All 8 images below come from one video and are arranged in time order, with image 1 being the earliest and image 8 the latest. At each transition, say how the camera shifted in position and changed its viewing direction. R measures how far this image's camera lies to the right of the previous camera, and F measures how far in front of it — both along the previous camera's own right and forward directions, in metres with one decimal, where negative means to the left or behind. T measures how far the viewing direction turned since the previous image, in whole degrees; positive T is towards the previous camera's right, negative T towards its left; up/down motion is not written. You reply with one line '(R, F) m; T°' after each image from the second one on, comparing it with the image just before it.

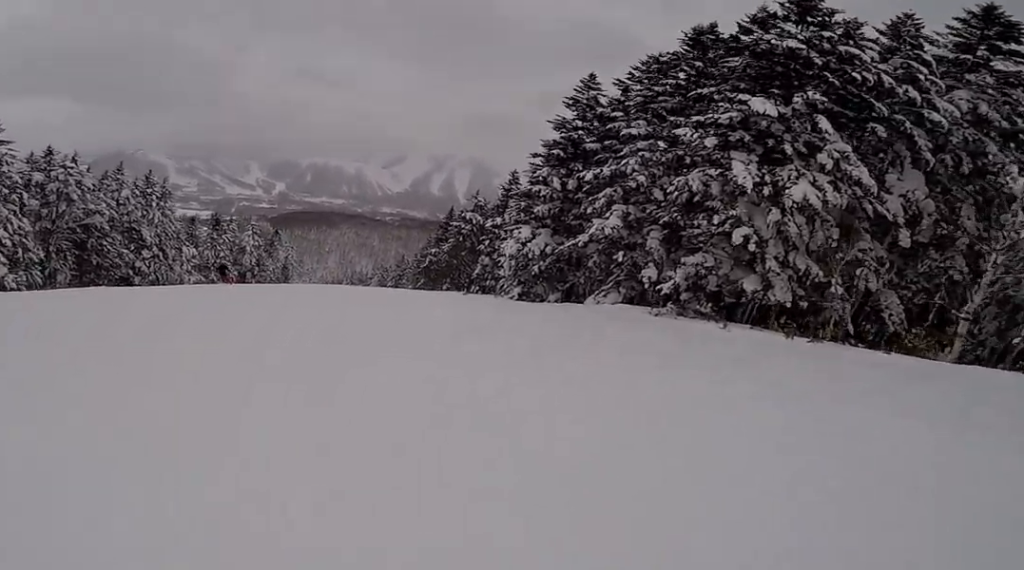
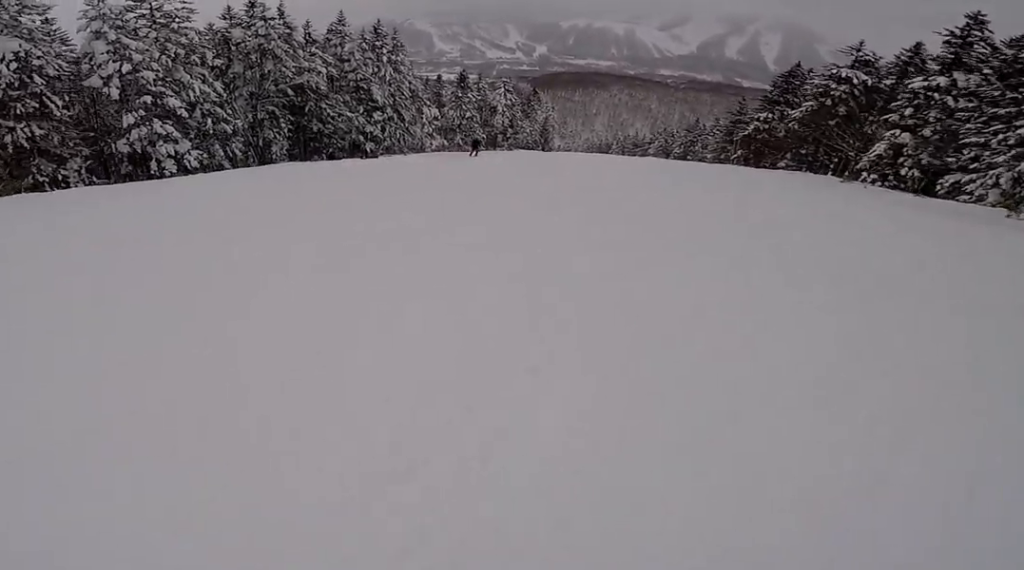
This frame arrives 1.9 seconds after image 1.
(-4.1, +18.5) m; -27°
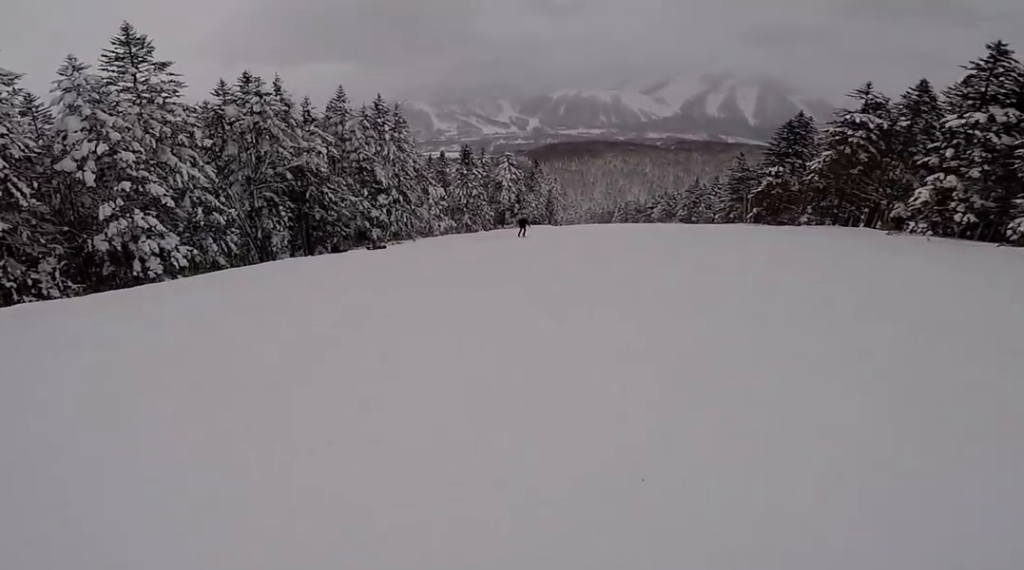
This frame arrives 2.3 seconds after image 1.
(-0.8, +4.8) m; -2°
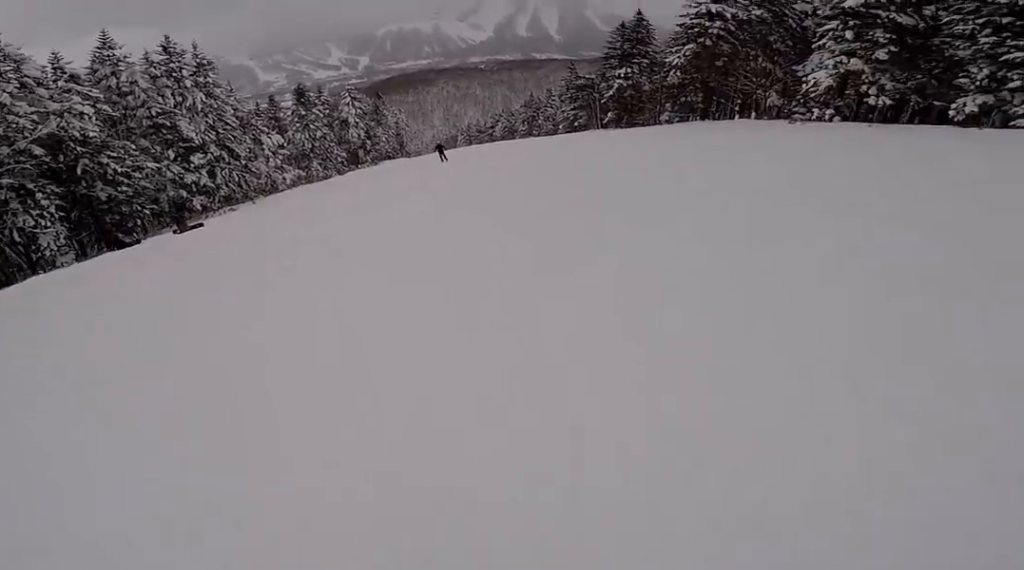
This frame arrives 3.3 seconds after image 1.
(-0.1, +10.0) m; +12°
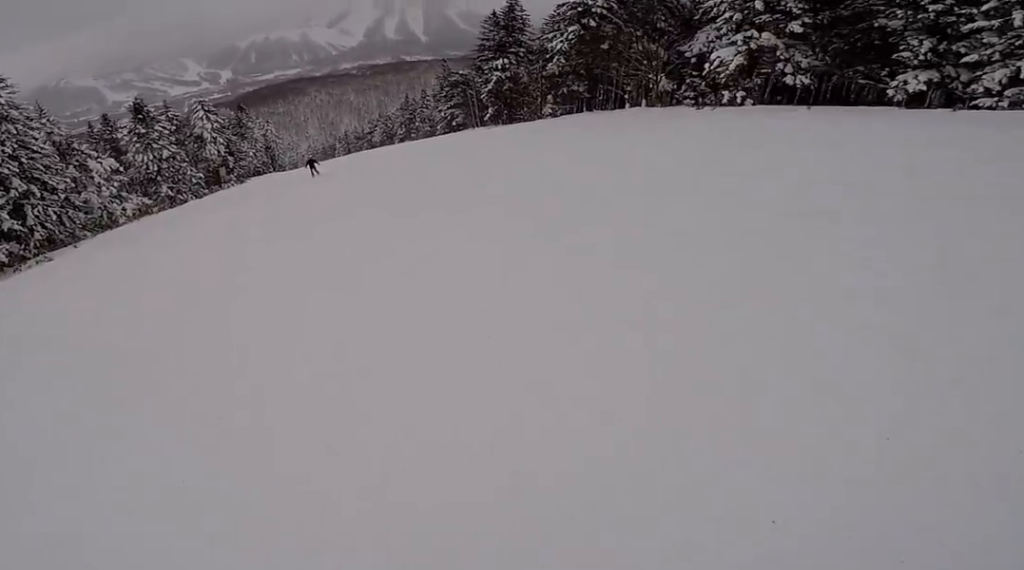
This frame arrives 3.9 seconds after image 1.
(+0.5, +6.7) m; +14°
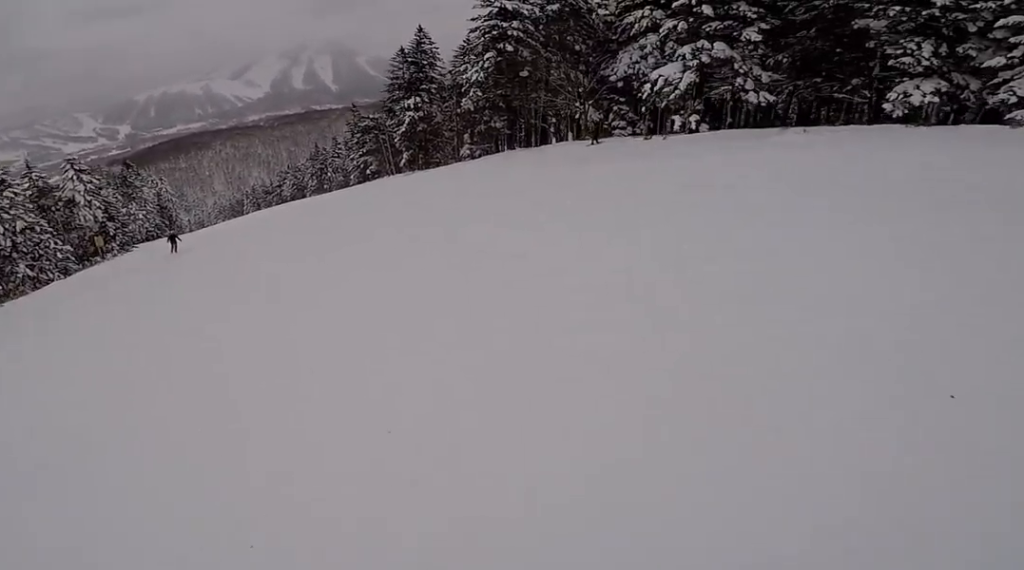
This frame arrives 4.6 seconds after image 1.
(+1.8, +7.5) m; +12°
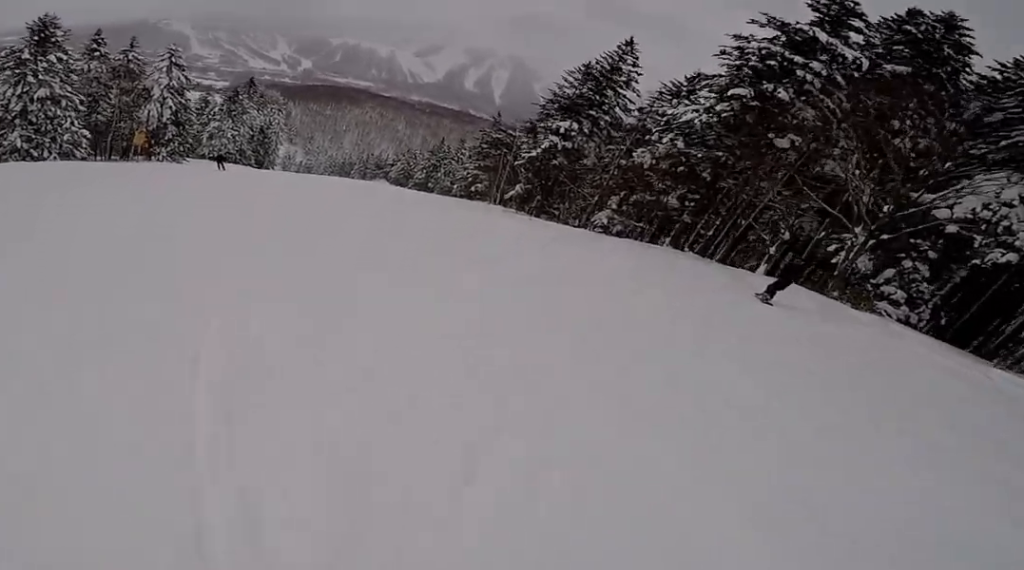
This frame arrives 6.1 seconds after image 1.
(-1.4, +16.2) m; -18°
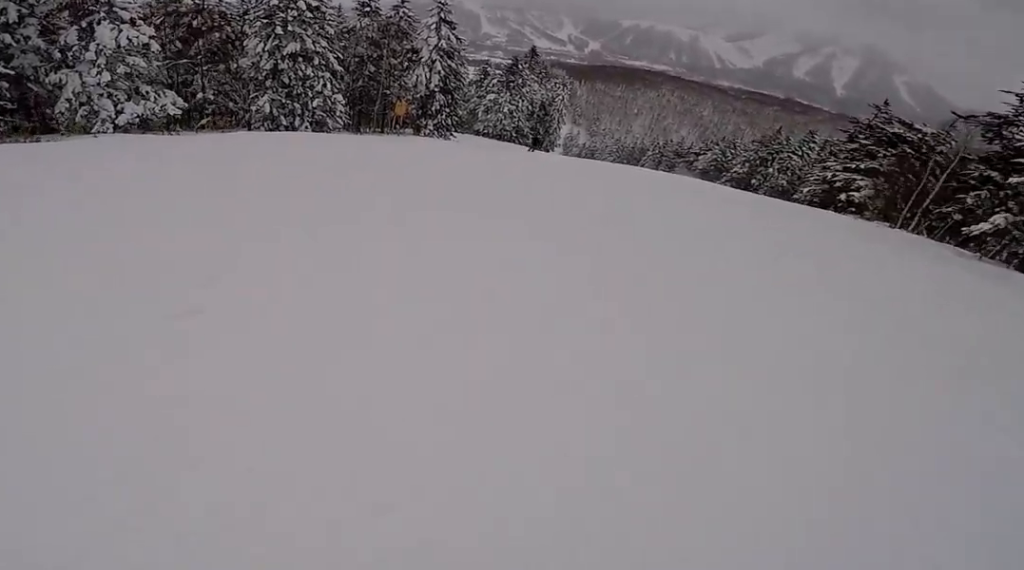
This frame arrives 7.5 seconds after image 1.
(-3.4, +13.9) m; -19°
